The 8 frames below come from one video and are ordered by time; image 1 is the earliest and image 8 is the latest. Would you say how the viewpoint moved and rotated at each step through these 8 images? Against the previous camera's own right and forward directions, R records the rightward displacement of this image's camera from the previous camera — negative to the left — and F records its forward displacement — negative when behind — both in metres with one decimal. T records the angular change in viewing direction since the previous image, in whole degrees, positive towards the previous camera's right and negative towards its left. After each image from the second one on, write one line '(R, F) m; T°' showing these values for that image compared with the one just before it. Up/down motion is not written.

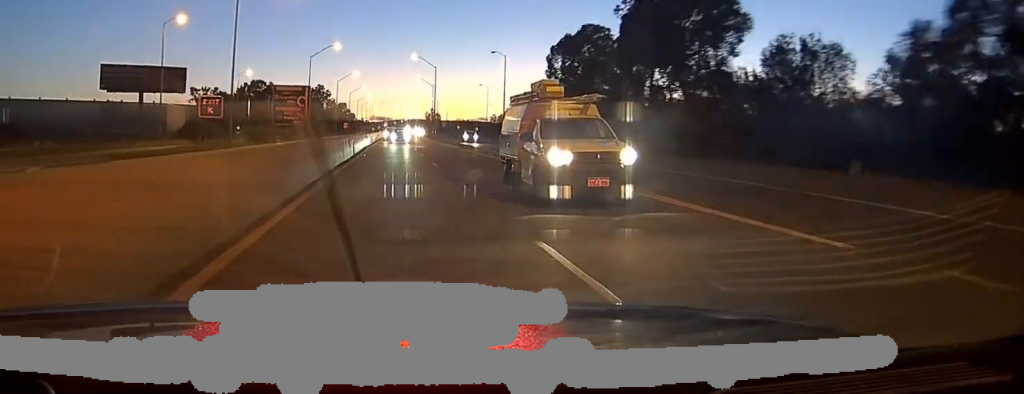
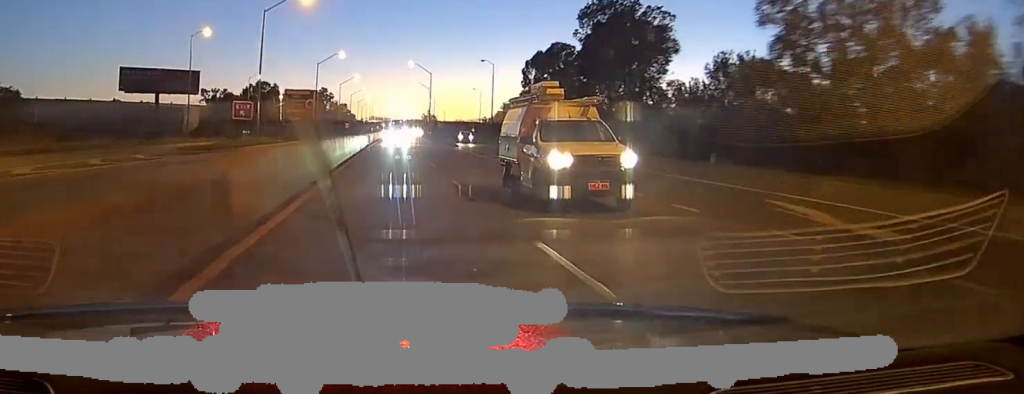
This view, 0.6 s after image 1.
(0.0, +12.7) m; 0°
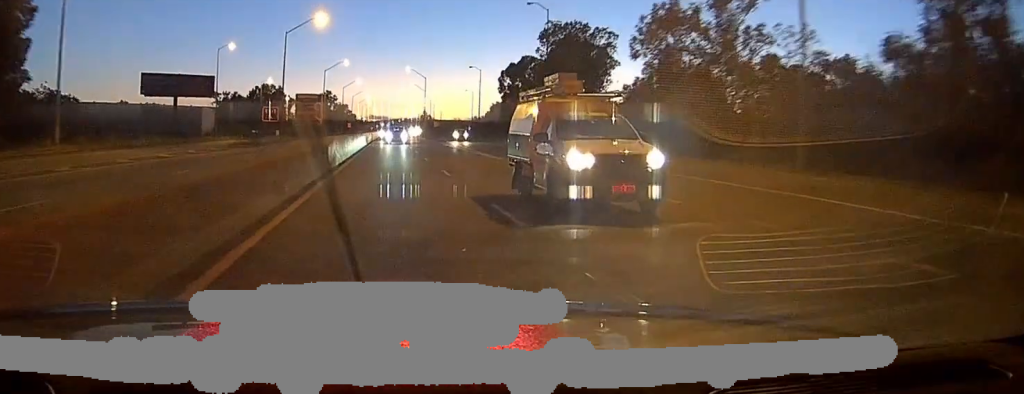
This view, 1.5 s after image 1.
(-0.4, +16.7) m; 0°
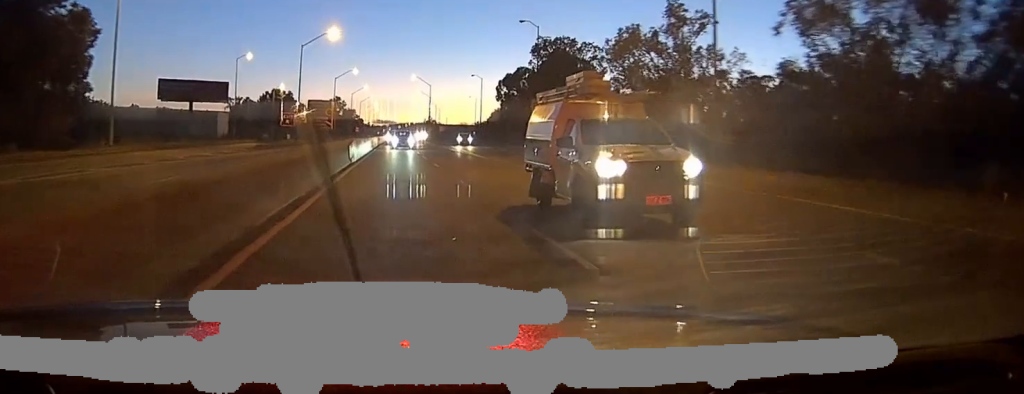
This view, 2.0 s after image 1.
(+0.3, +9.0) m; 0°
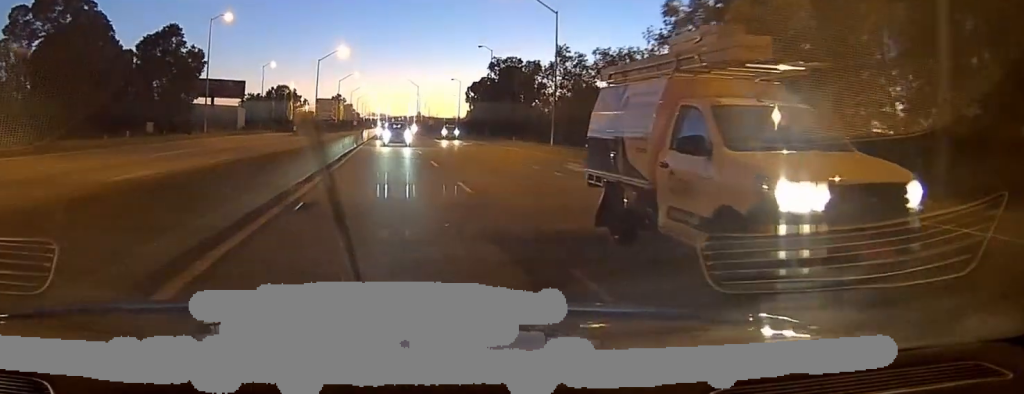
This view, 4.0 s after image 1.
(0.0, +33.3) m; +1°
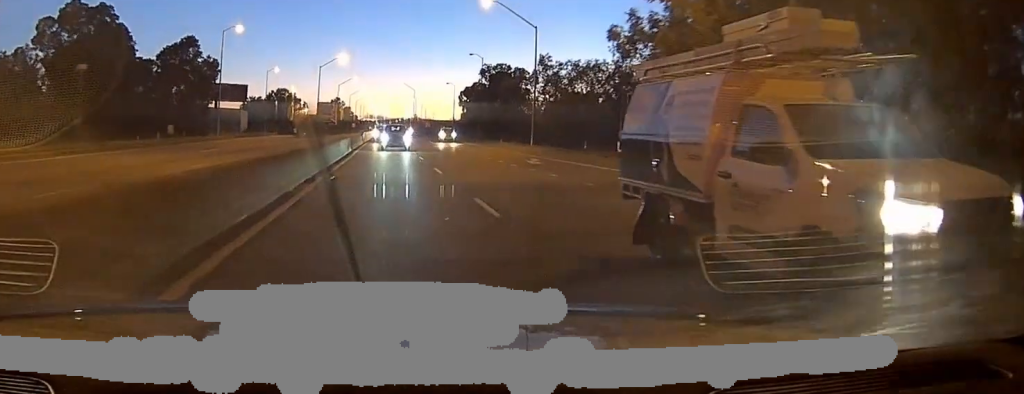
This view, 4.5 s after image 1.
(+0.1, +8.3) m; 0°
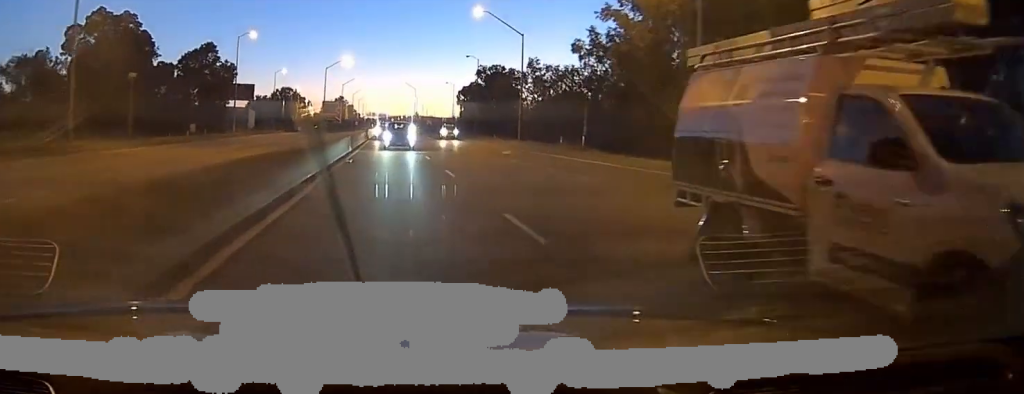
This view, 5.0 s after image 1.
(0.0, +8.6) m; -1°
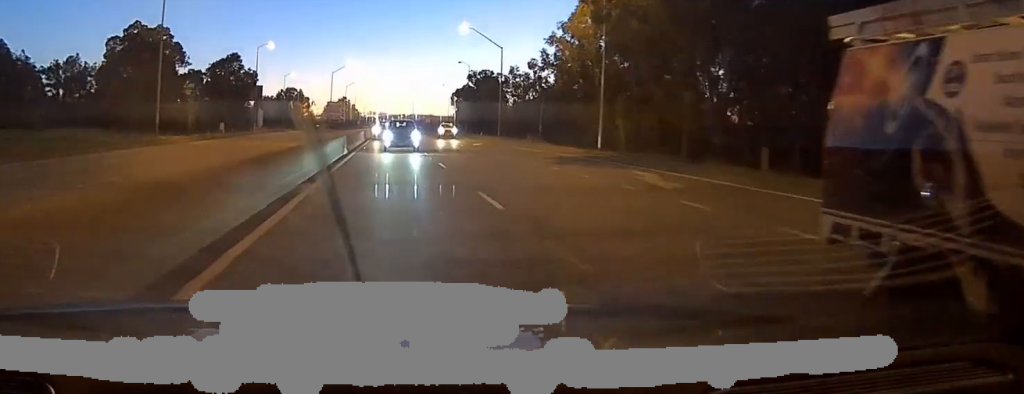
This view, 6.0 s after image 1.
(-0.2, +15.6) m; 0°
